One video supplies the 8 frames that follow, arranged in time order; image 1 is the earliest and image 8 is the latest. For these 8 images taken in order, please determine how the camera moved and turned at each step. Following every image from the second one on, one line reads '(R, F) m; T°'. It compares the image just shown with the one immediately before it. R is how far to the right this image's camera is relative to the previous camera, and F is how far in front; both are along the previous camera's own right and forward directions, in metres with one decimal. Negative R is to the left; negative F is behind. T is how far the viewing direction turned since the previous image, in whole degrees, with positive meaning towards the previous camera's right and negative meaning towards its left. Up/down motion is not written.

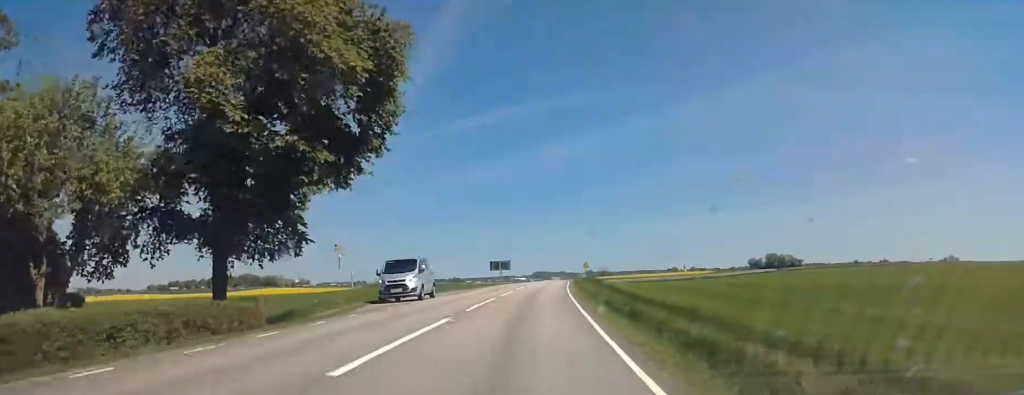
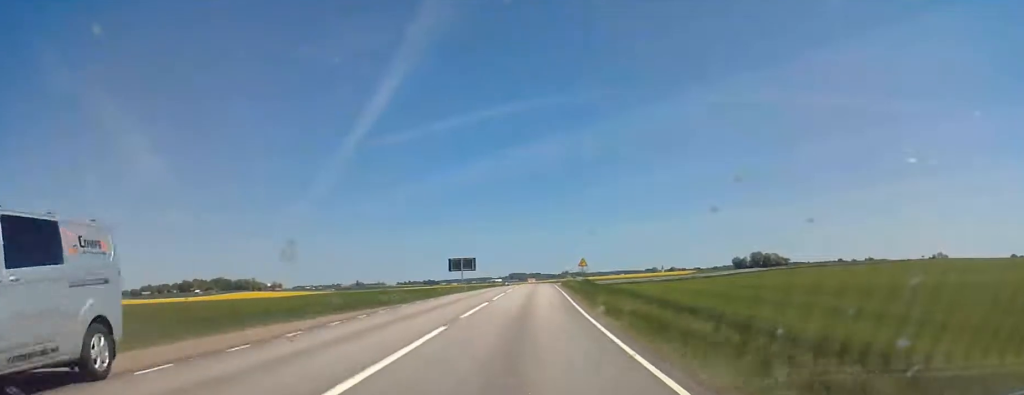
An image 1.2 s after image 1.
(+0.2, +25.9) m; +2°
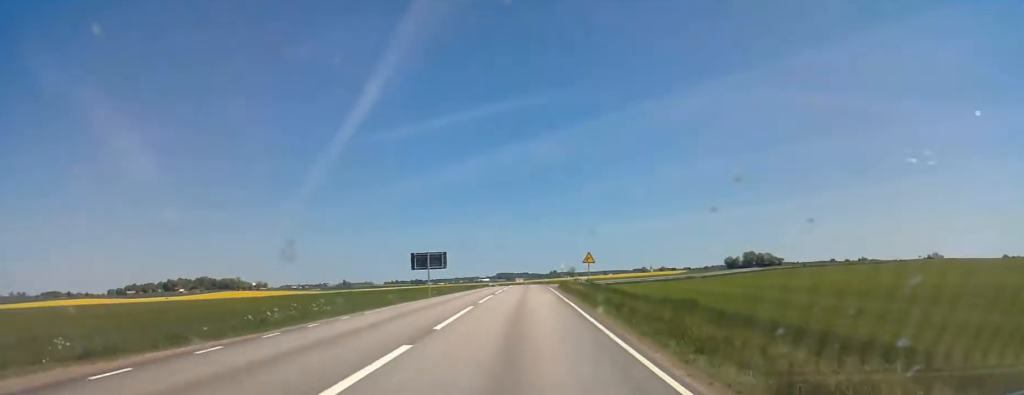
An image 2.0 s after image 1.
(+0.2, +16.0) m; +1°
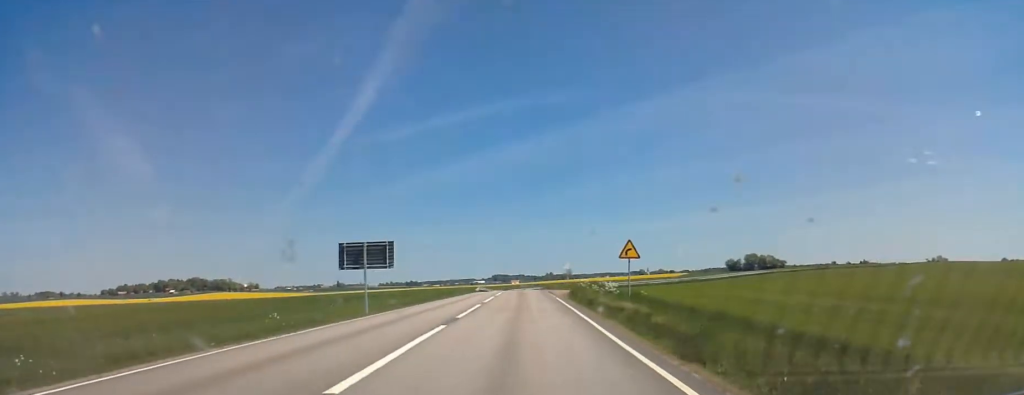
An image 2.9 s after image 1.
(+0.3, +19.3) m; +1°
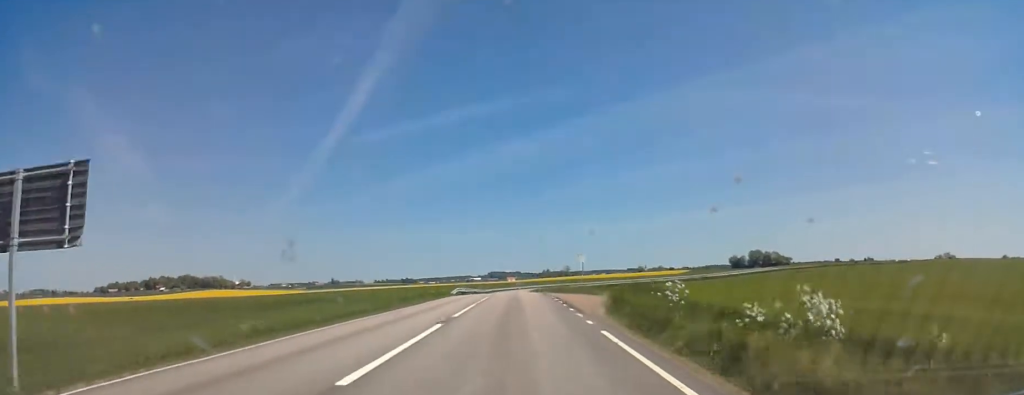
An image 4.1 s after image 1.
(0.0, +23.4) m; 0°
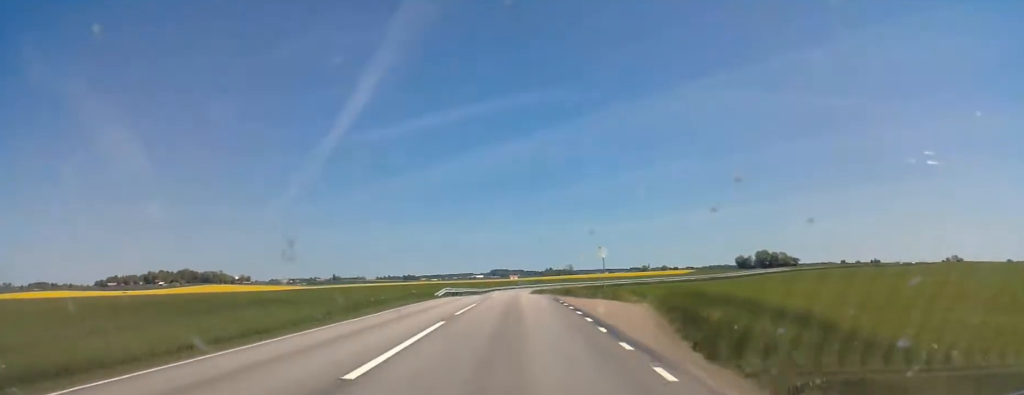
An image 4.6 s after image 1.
(0.0, +11.7) m; 0°
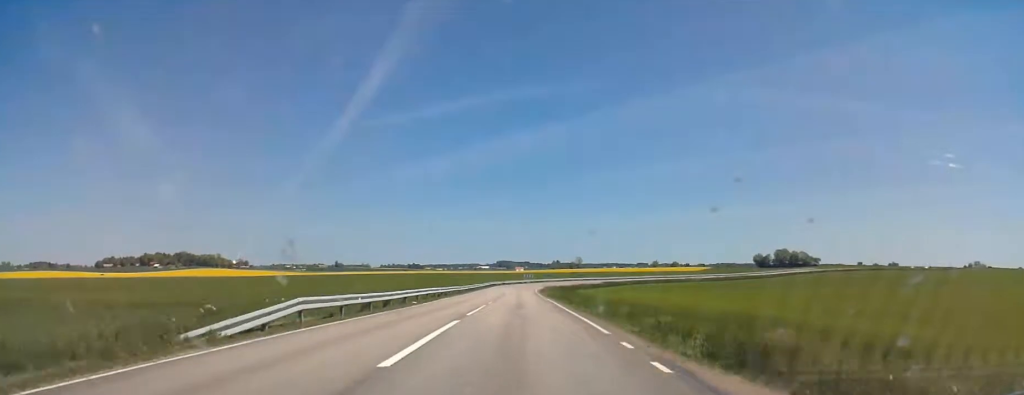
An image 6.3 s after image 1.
(0.0, +35.0) m; +1°
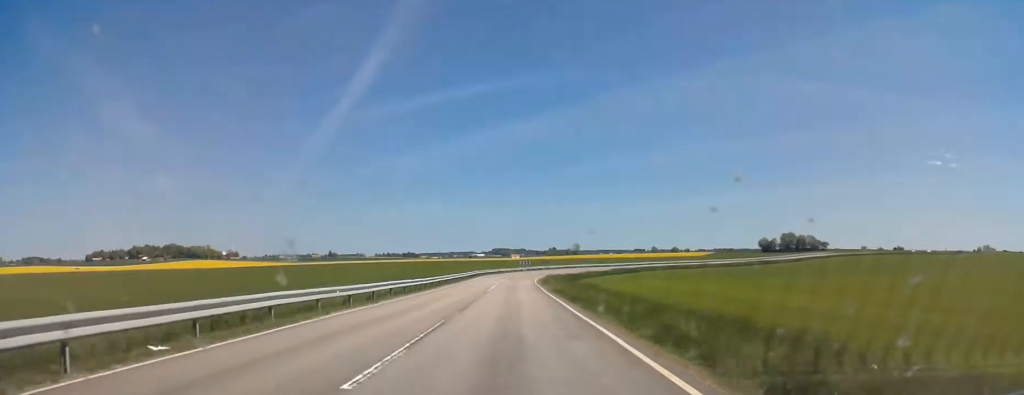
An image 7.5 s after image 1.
(+0.5, +24.7) m; 0°
